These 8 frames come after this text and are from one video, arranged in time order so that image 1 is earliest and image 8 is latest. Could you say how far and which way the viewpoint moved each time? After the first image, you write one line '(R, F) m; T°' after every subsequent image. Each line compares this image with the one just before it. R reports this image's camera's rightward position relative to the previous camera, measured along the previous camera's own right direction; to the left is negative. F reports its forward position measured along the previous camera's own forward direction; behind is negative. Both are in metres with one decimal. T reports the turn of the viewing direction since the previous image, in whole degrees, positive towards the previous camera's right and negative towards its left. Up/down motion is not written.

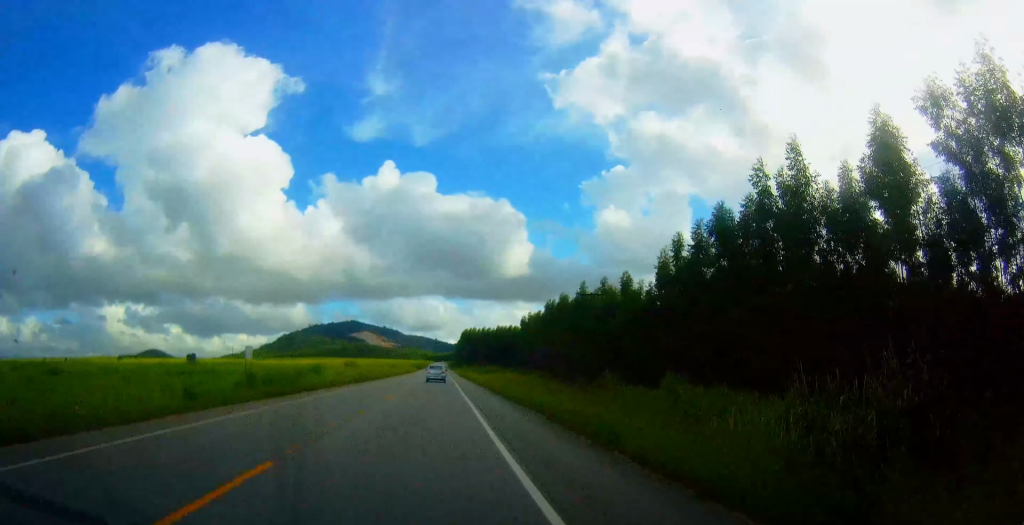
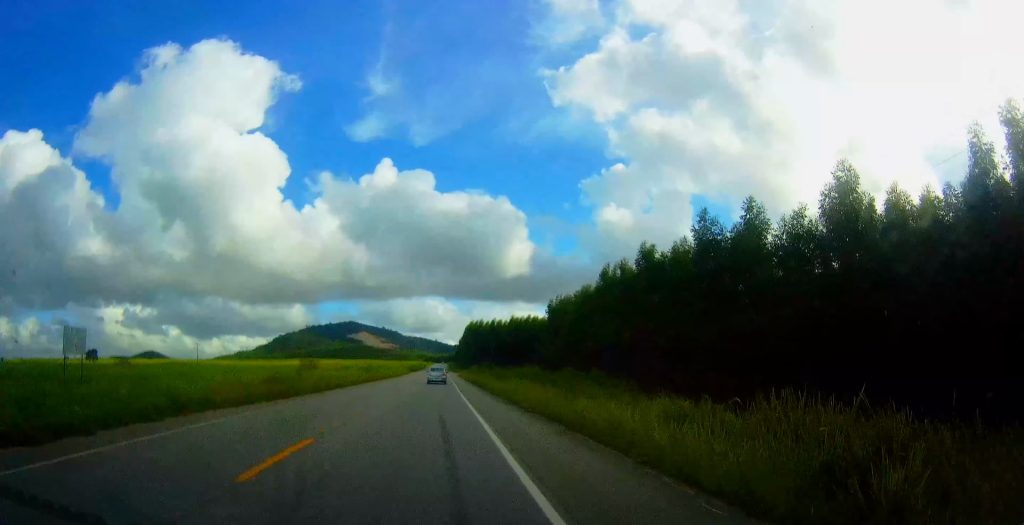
(-0.7, +44.8) m; -1°
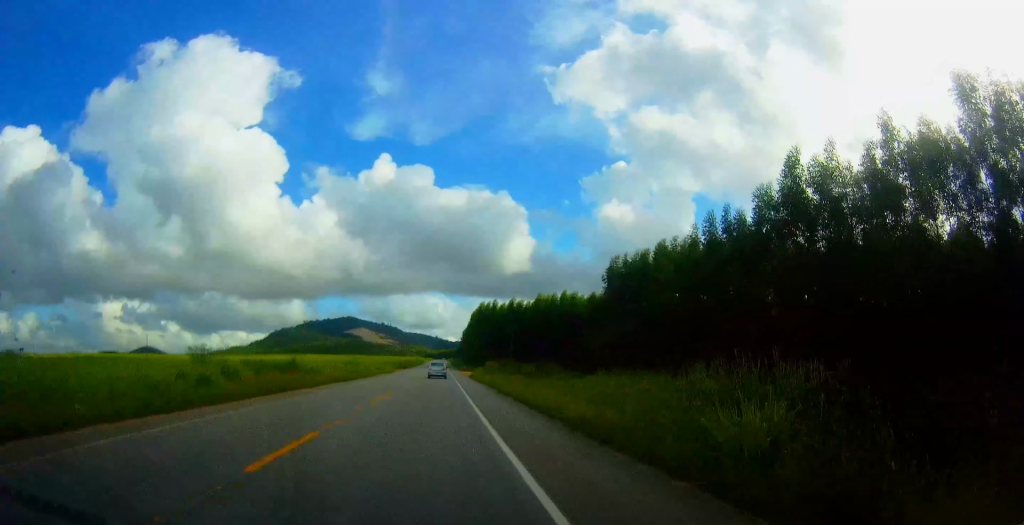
(+0.2, +47.2) m; +1°
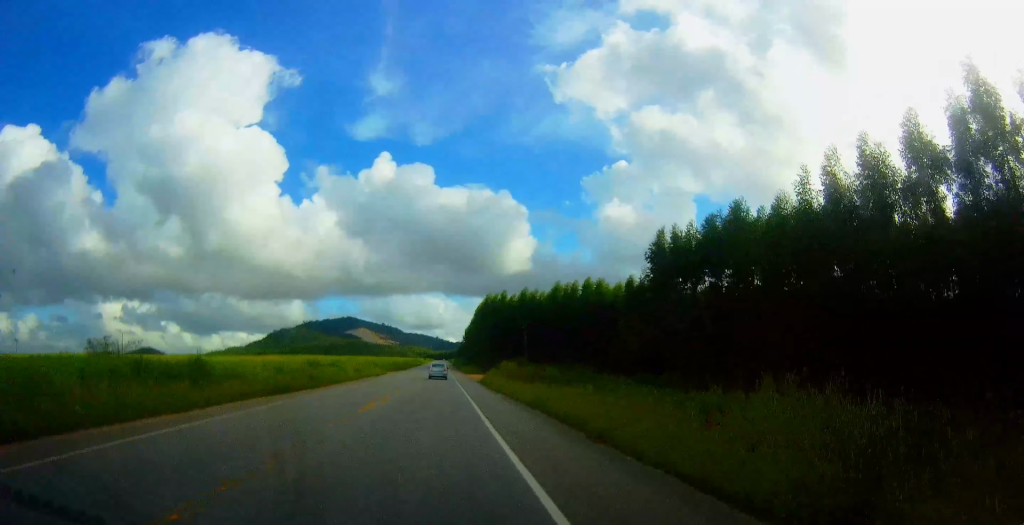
(+0.2, +18.7) m; 0°
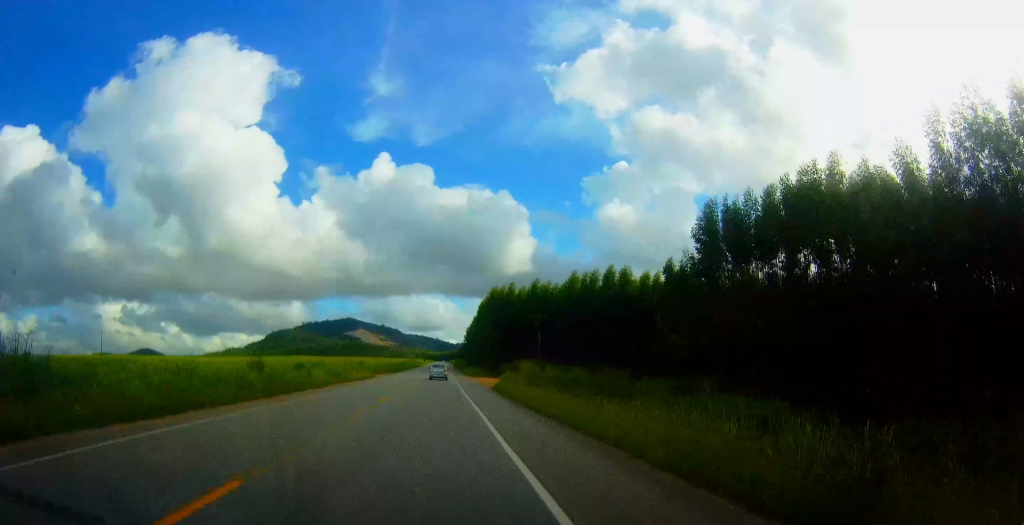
(+0.1, +13.7) m; 0°
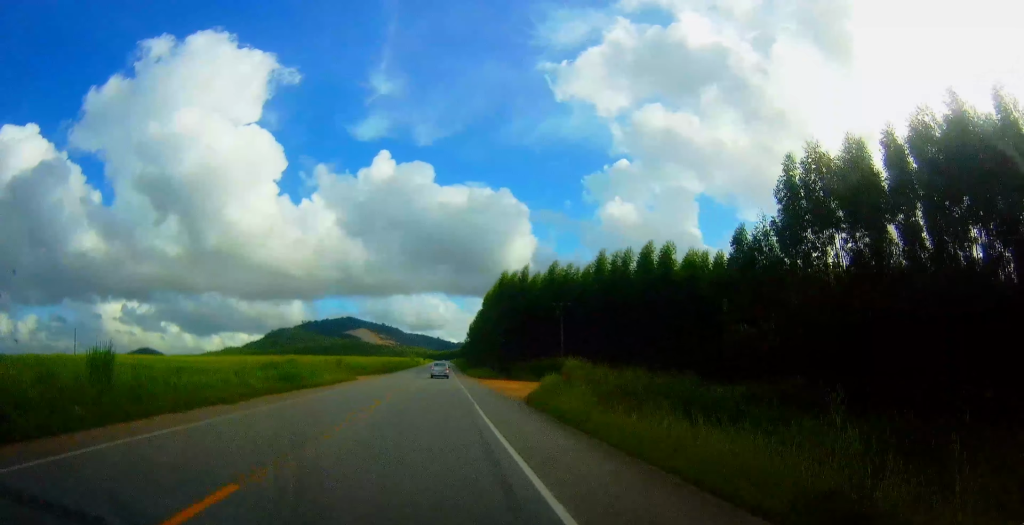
(-0.3, +16.1) m; -1°
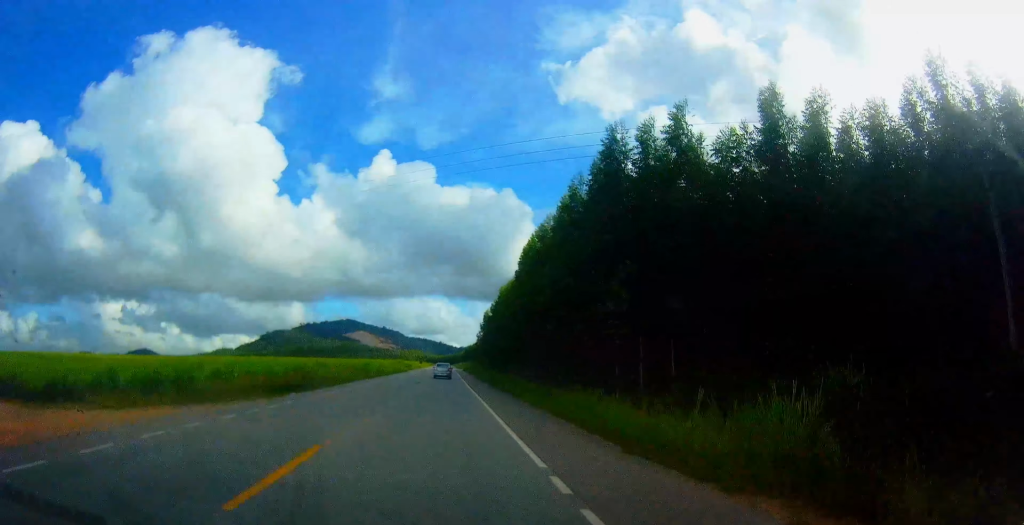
(-0.5, +60.8) m; 0°
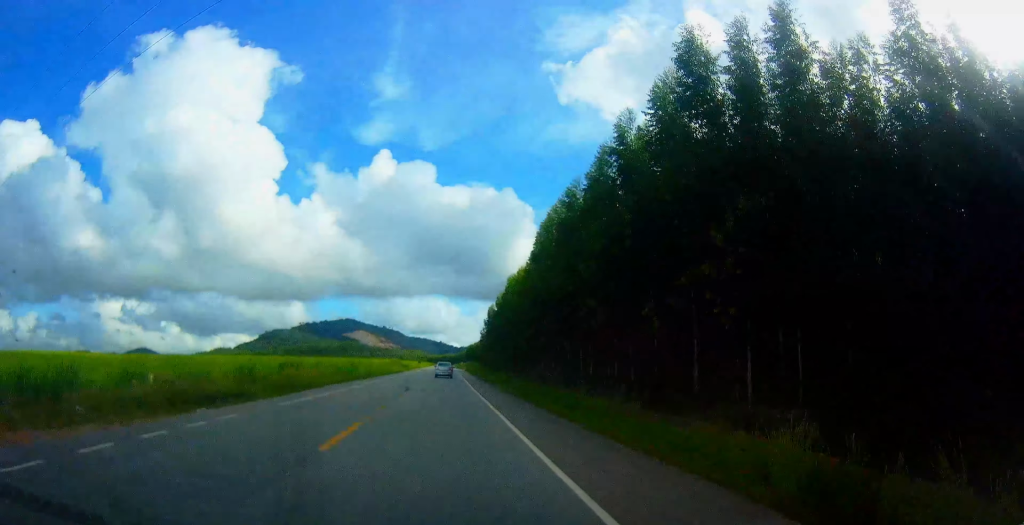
(0.0, +12.4) m; 0°
